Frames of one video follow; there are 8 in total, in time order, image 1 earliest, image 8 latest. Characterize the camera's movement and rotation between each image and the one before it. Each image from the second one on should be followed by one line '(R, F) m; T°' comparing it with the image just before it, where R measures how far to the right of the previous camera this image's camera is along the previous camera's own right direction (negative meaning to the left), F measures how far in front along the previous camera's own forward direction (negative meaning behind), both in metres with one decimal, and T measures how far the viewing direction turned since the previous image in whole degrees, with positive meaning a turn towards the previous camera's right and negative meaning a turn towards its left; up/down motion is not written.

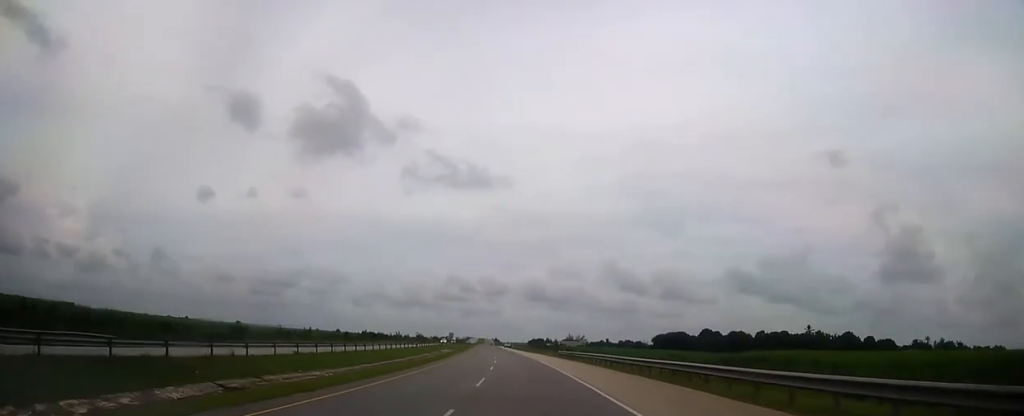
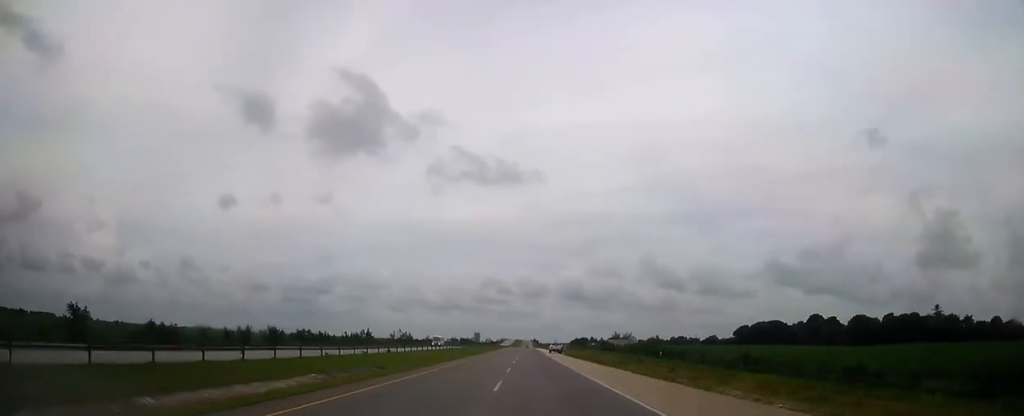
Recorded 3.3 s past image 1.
(-4.0, +97.5) m; -3°
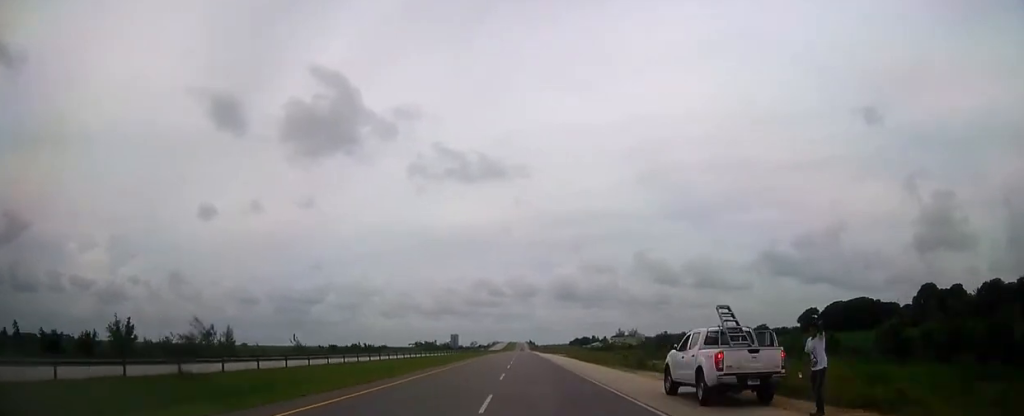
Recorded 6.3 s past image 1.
(-1.0, +90.0) m; -1°
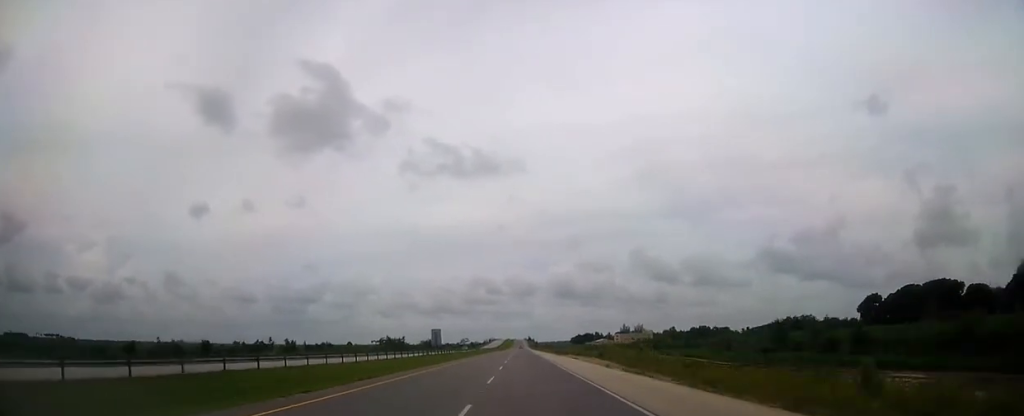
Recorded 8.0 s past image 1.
(-0.1, +50.8) m; 0°
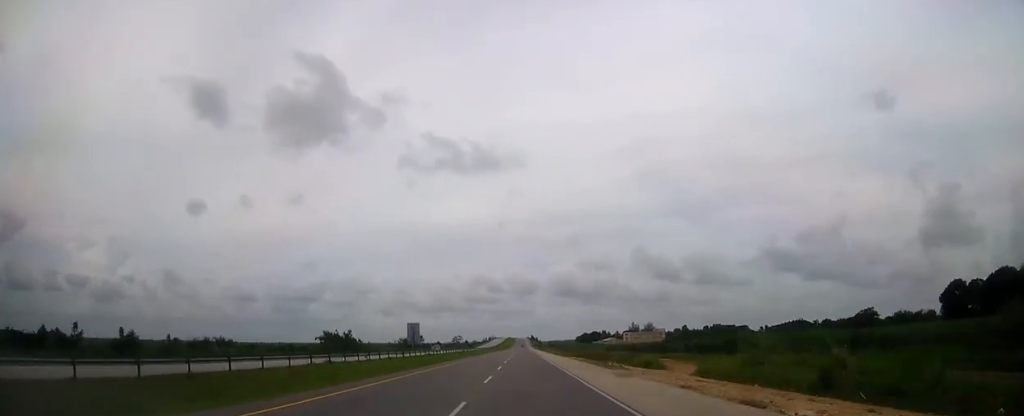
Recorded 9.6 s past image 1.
(+0.2, +48.5) m; 0°
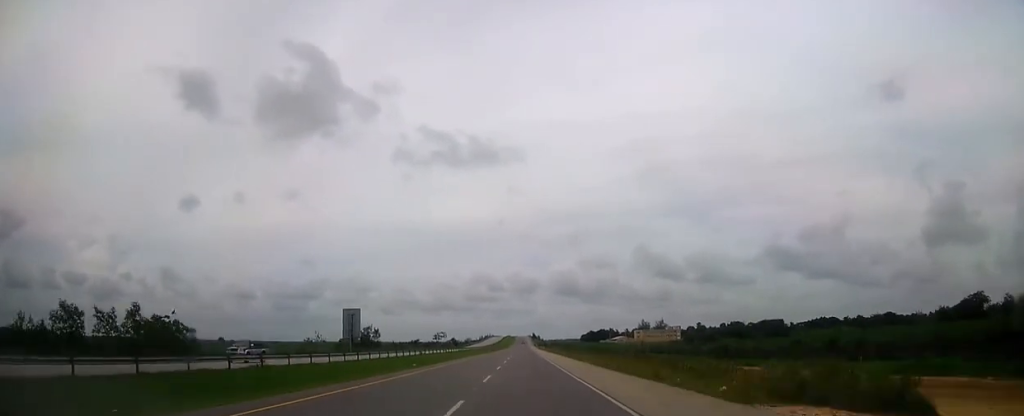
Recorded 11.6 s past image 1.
(0.0, +60.4) m; 0°
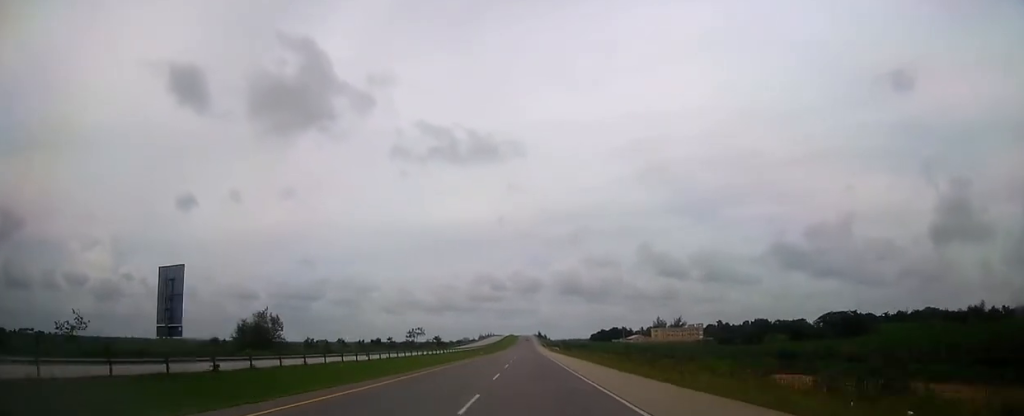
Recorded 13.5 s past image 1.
(-0.1, +57.5) m; 0°
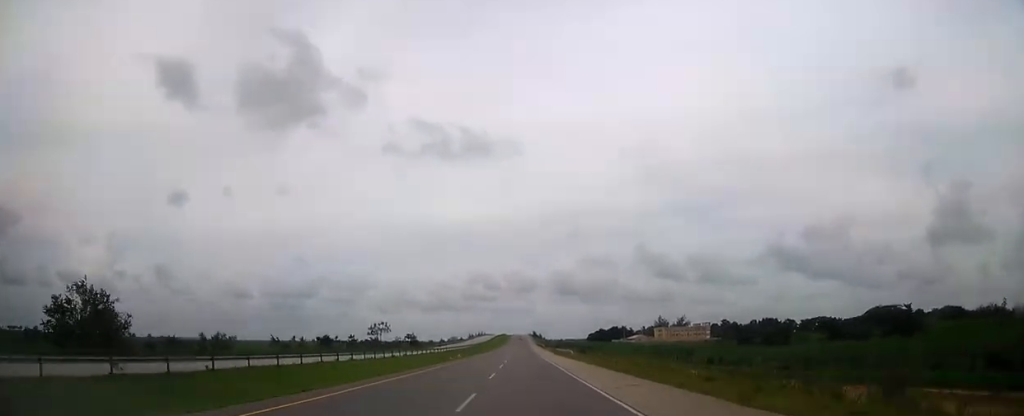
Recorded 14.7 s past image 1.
(-0.1, +36.8) m; 0°
